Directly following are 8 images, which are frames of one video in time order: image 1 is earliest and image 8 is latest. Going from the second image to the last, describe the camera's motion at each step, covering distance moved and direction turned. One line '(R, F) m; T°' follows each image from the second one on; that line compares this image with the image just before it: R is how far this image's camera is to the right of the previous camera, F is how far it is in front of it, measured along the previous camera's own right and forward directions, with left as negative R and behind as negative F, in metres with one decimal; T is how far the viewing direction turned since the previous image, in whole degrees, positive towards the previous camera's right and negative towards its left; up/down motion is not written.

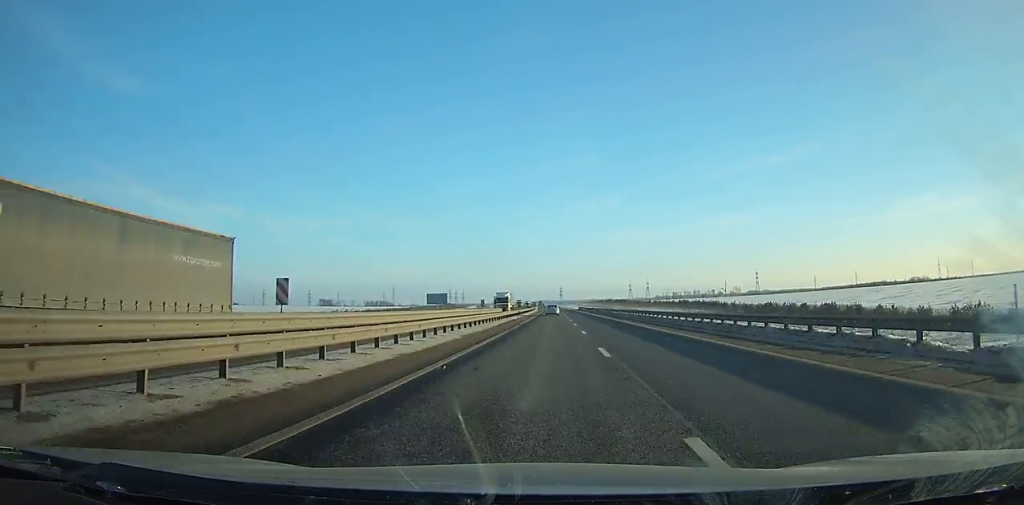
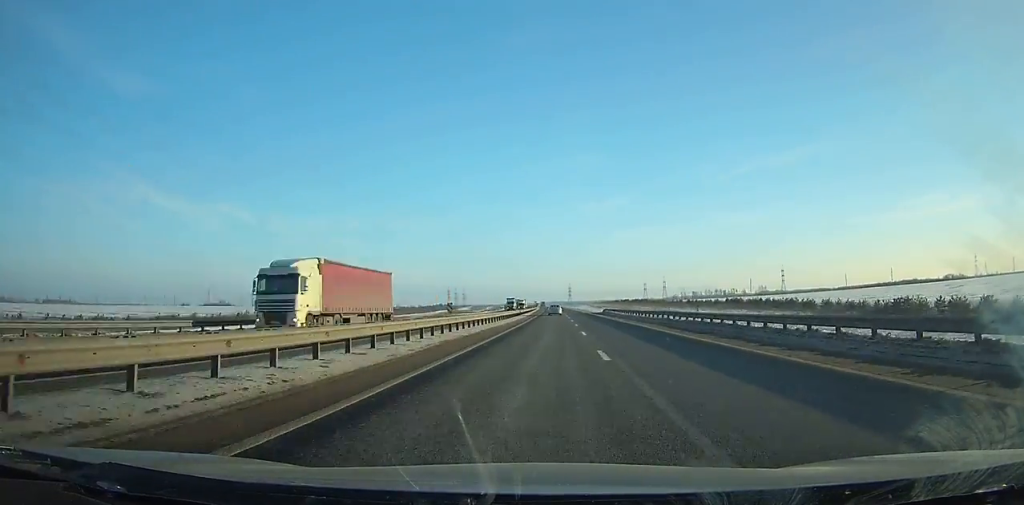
(-0.6, +71.5) m; -1°
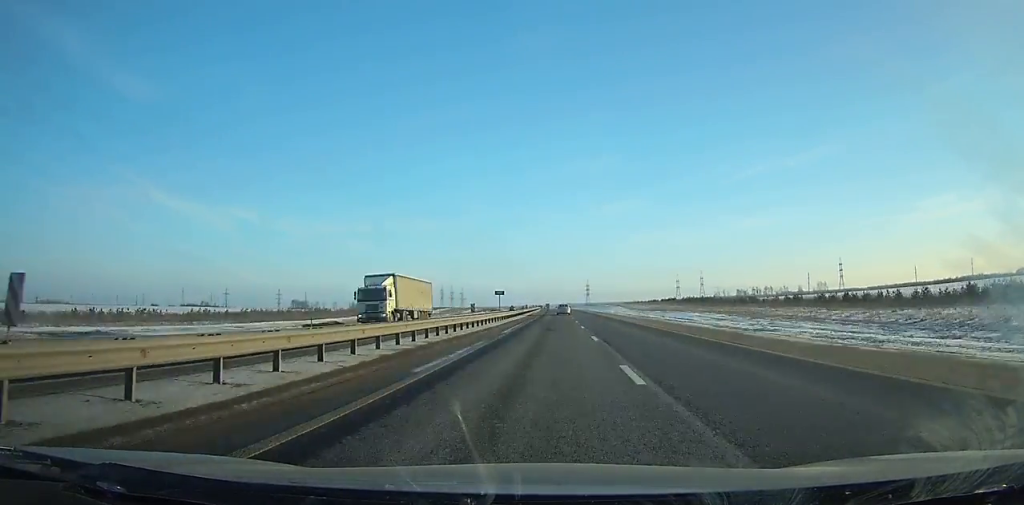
(-1.5, +132.0) m; -1°
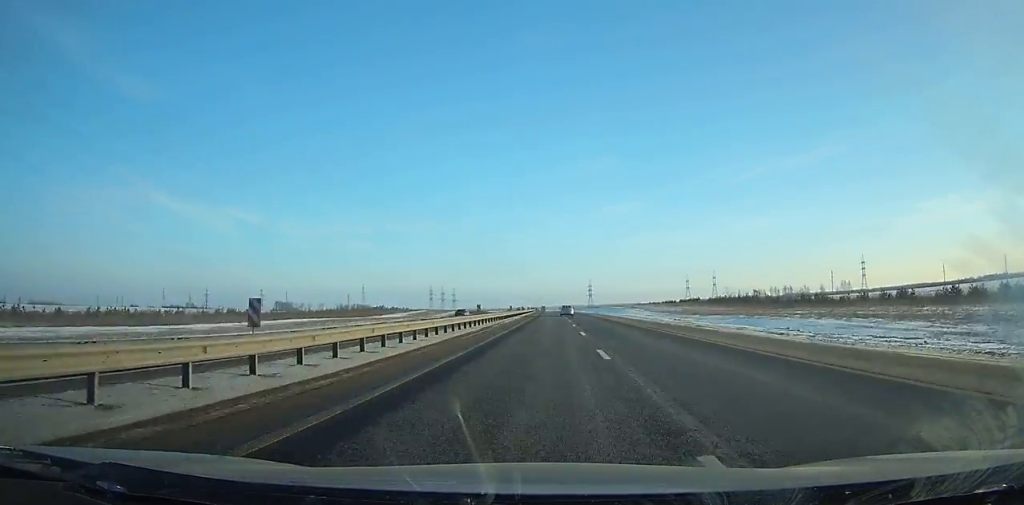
(0.0, +53.5) m; 0°
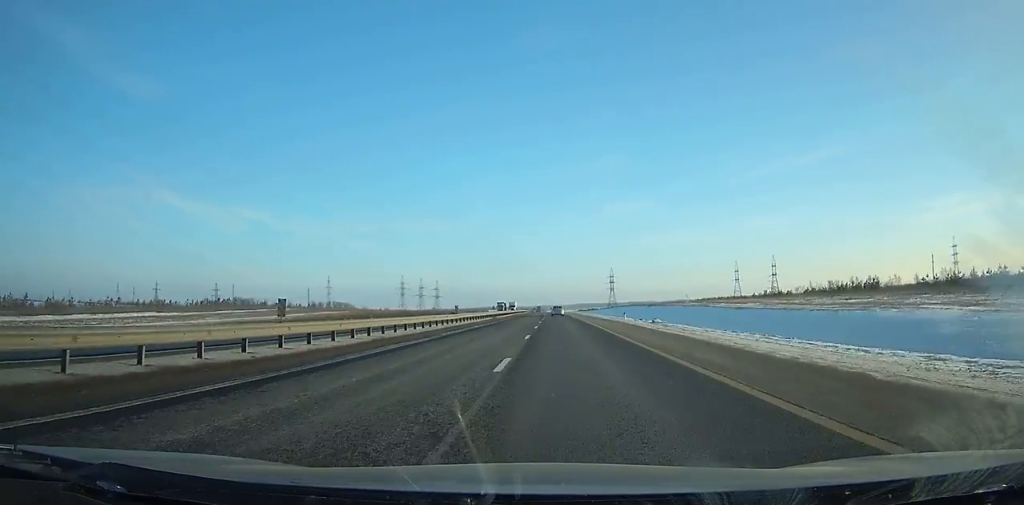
(-0.9, +142.7) m; -1°
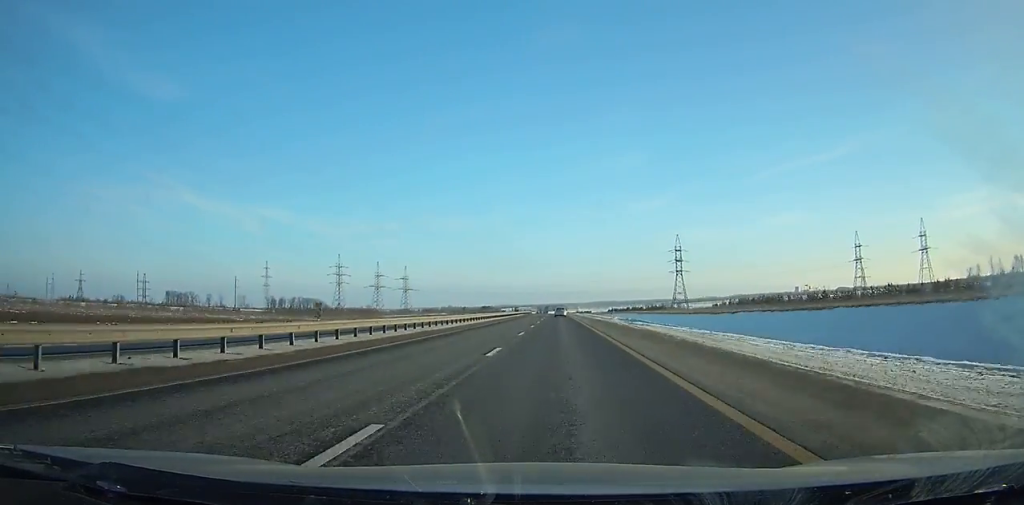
(-3.6, +174.0) m; -2°
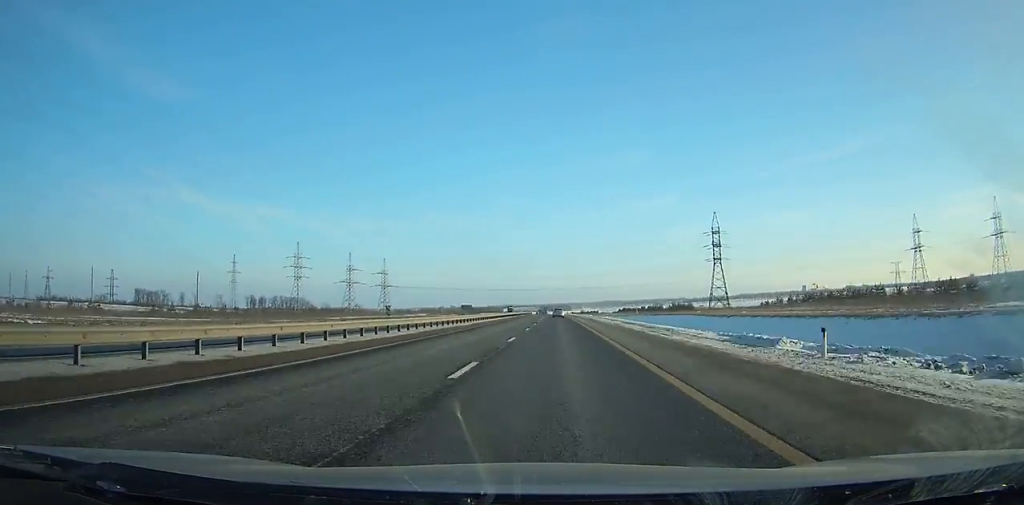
(-0.2, +52.8) m; 0°
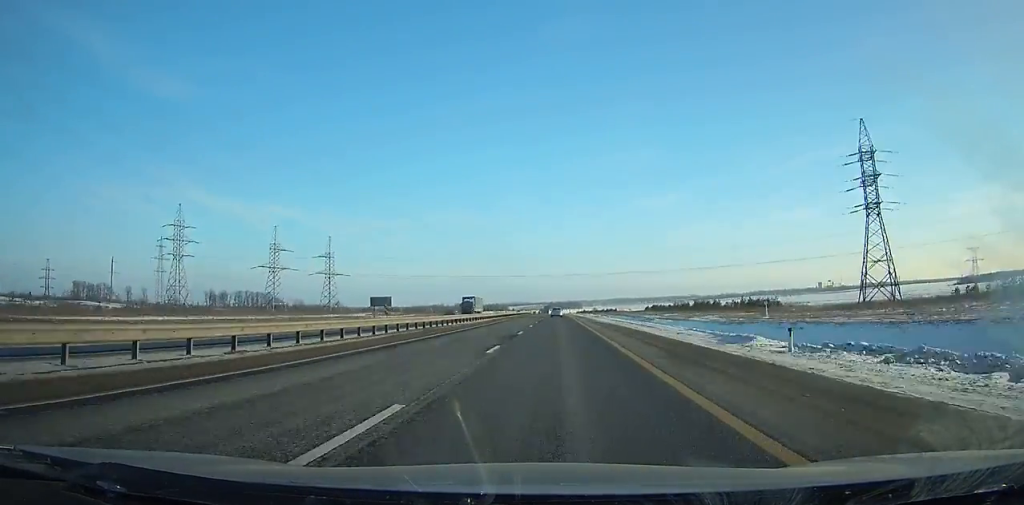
(-0.4, +89.4) m; -1°
